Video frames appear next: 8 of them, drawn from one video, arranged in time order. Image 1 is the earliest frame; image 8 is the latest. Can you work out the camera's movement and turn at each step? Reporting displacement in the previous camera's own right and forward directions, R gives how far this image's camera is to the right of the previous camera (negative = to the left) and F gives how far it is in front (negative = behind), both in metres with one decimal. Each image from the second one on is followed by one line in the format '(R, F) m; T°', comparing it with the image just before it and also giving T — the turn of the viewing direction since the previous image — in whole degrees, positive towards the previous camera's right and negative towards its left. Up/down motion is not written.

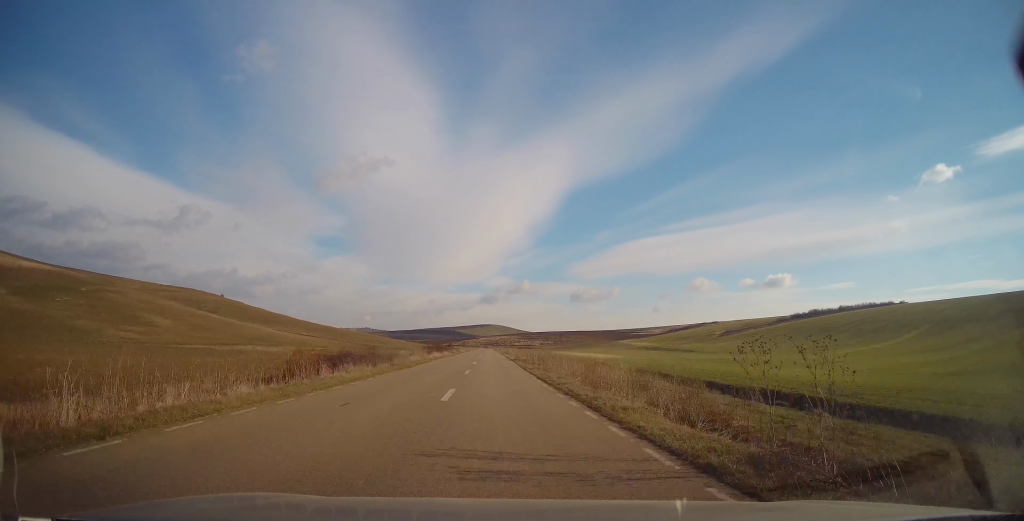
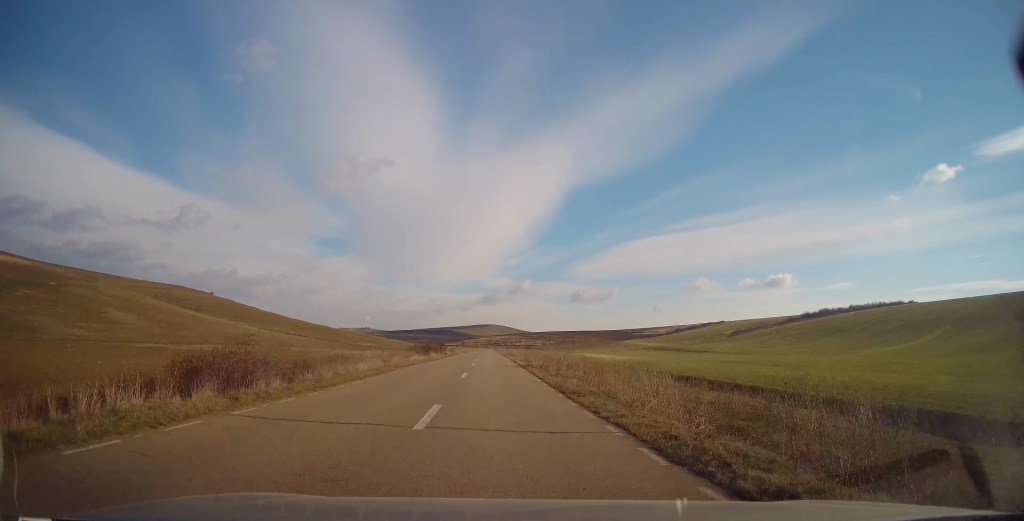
(-0.1, +15.8) m; -1°
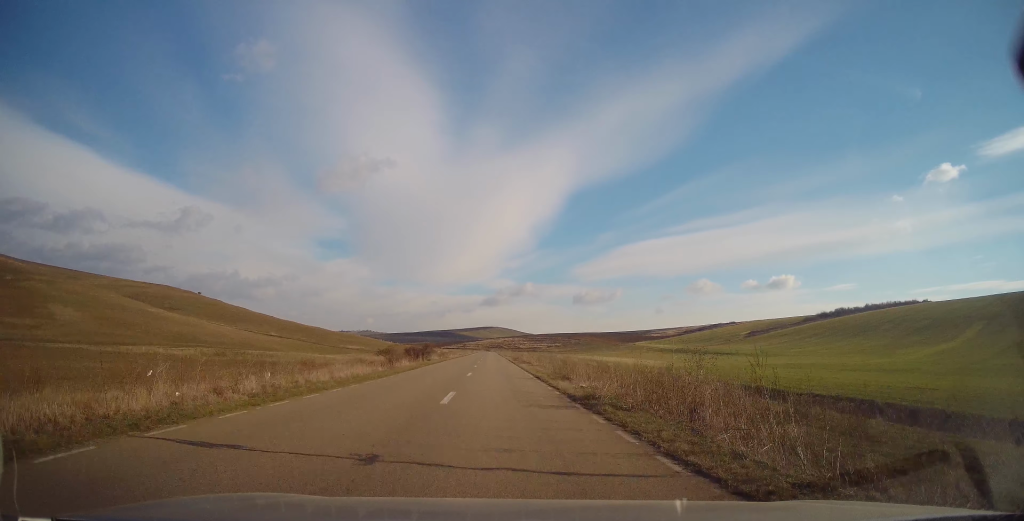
(-0.5, +20.9) m; -1°
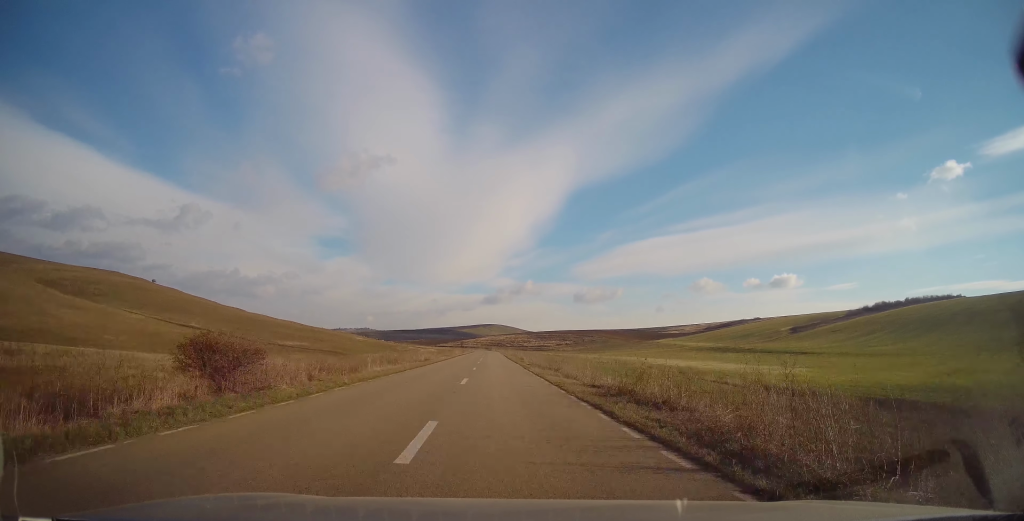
(+0.9, +53.3) m; +1°
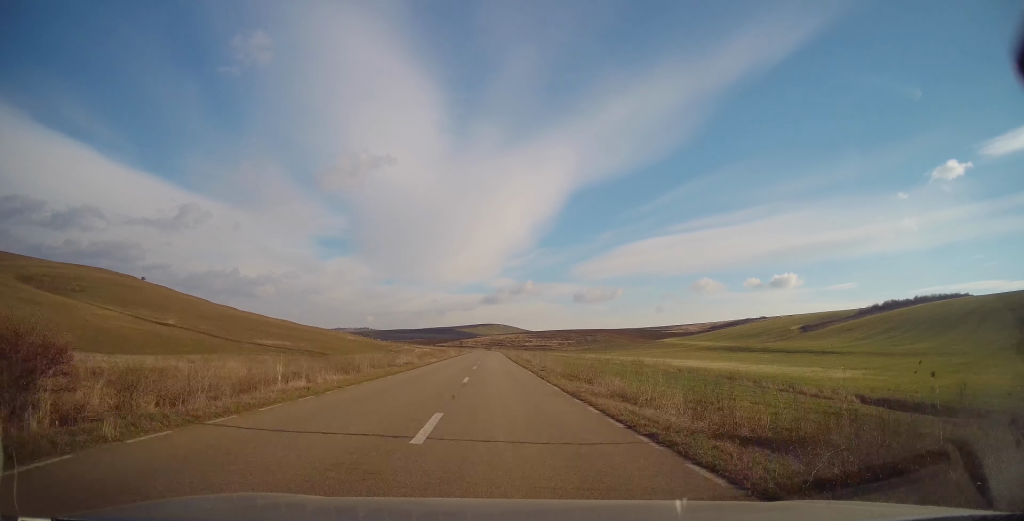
(0.0, +10.9) m; 0°
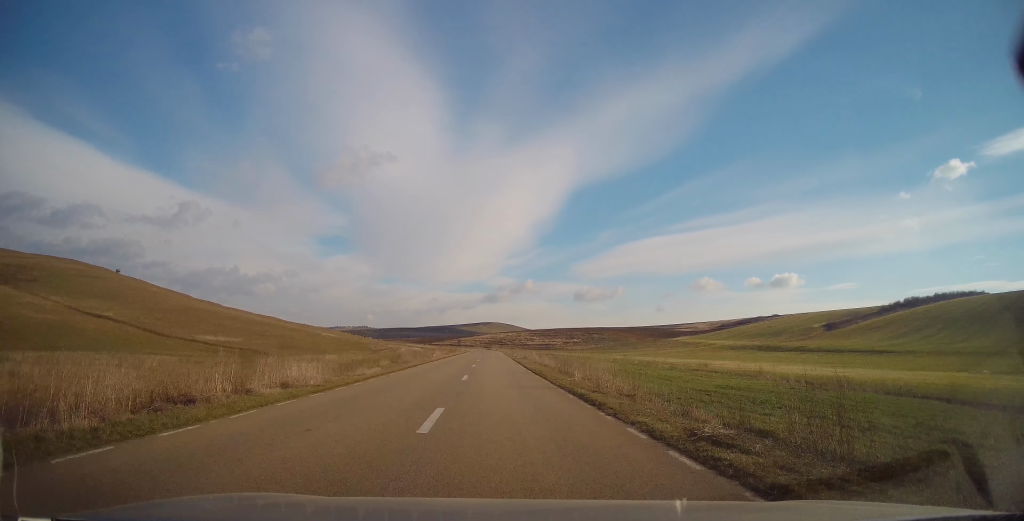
(-0.1, +23.2) m; 0°
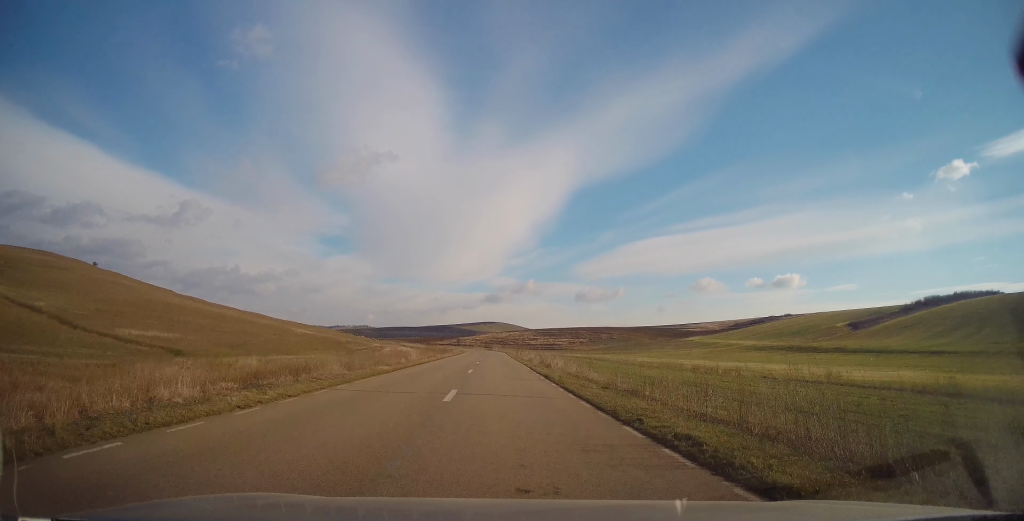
(-0.1, +19.2) m; 0°
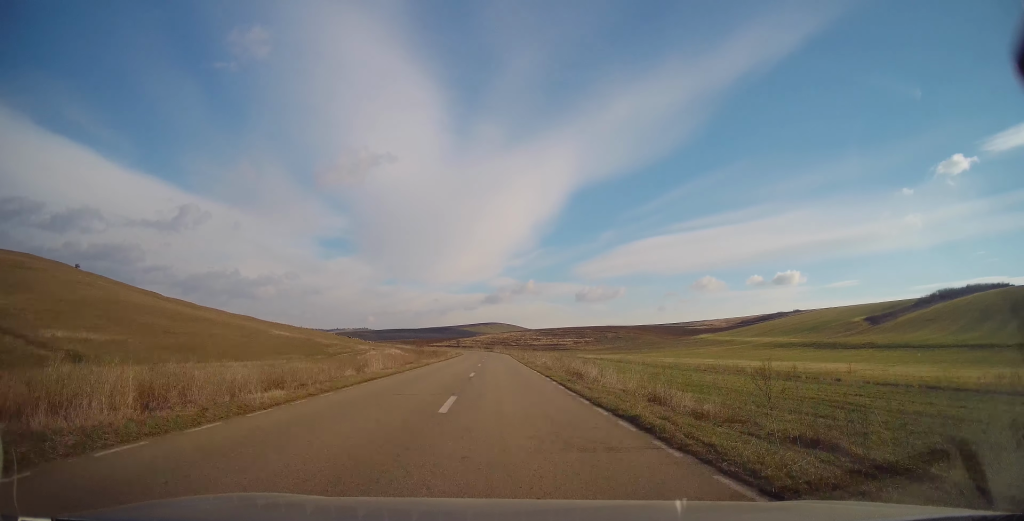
(+0.1, +13.0) m; 0°
